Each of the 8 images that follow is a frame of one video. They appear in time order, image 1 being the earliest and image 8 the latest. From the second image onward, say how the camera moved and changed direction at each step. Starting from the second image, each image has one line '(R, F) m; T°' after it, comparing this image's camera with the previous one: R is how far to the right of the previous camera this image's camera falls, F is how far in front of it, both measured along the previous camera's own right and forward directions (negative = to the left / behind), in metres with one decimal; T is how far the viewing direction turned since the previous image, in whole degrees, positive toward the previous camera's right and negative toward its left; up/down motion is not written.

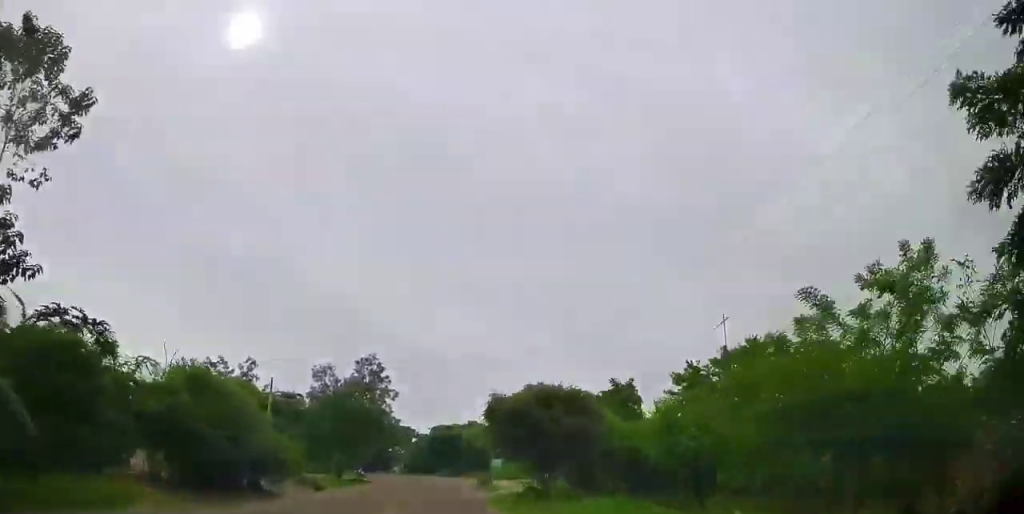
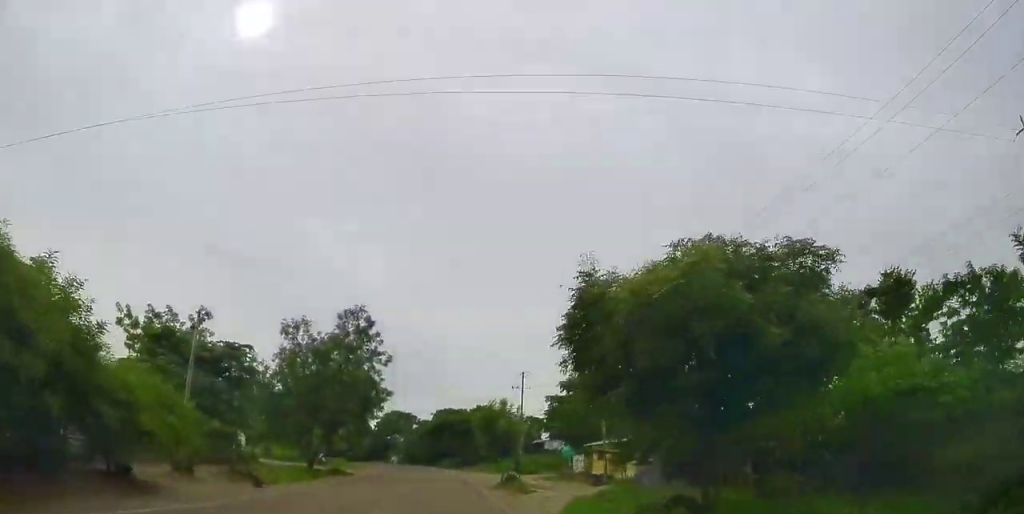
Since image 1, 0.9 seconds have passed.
(0.0, +14.5) m; 0°
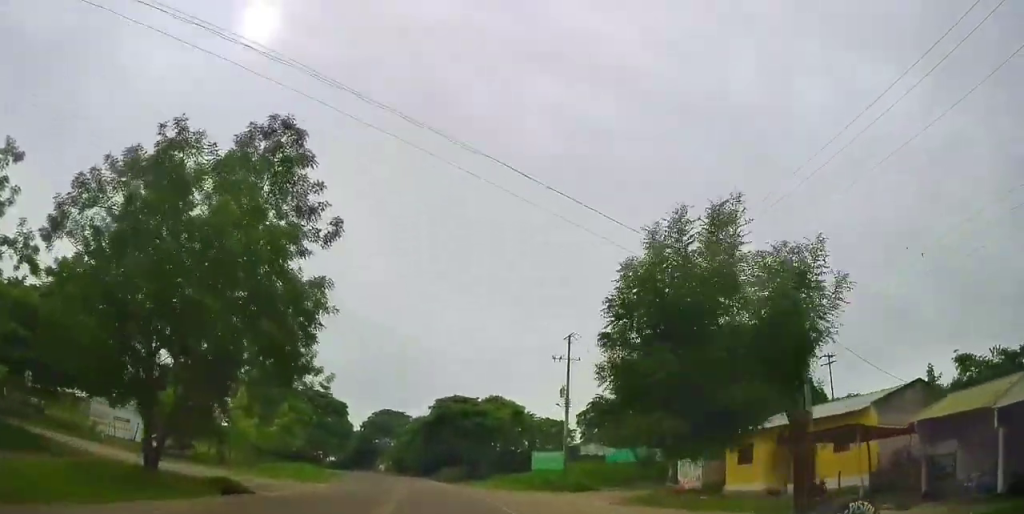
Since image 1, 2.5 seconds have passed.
(-0.3, +25.5) m; -2°
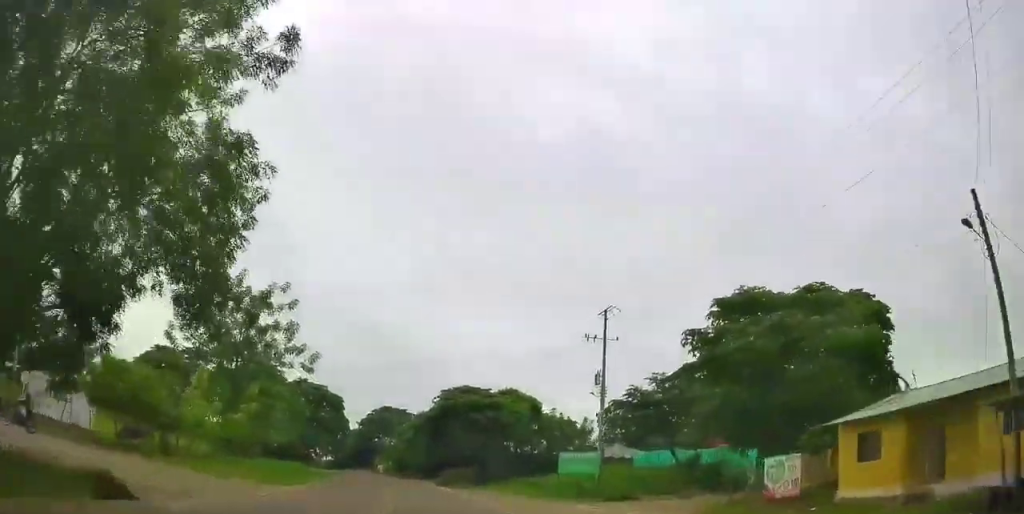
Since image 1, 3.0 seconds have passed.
(-0.3, +8.8) m; 0°
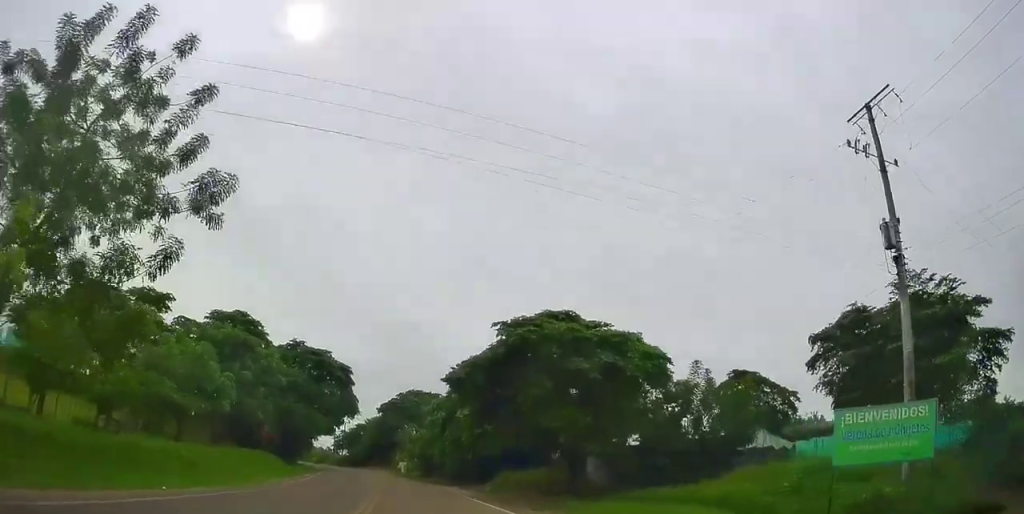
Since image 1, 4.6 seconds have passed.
(+0.2, +24.9) m; 0°
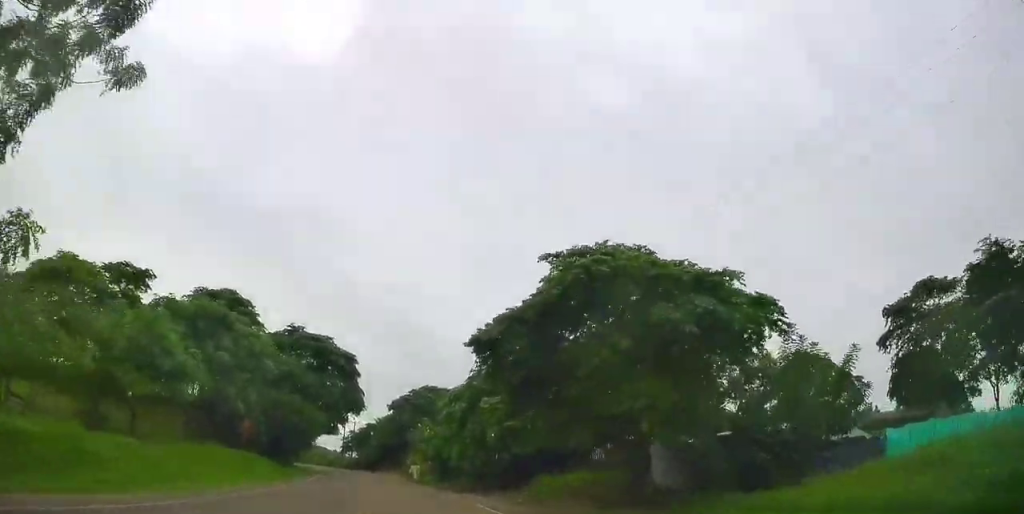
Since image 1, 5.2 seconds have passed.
(-0.2, +8.0) m; 0°
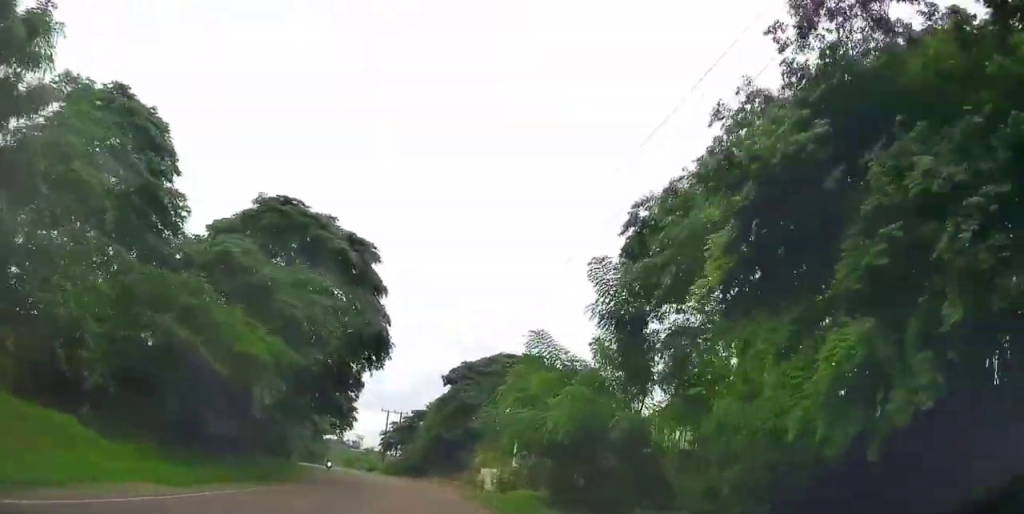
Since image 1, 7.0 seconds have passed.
(-0.5, +28.2) m; -5°
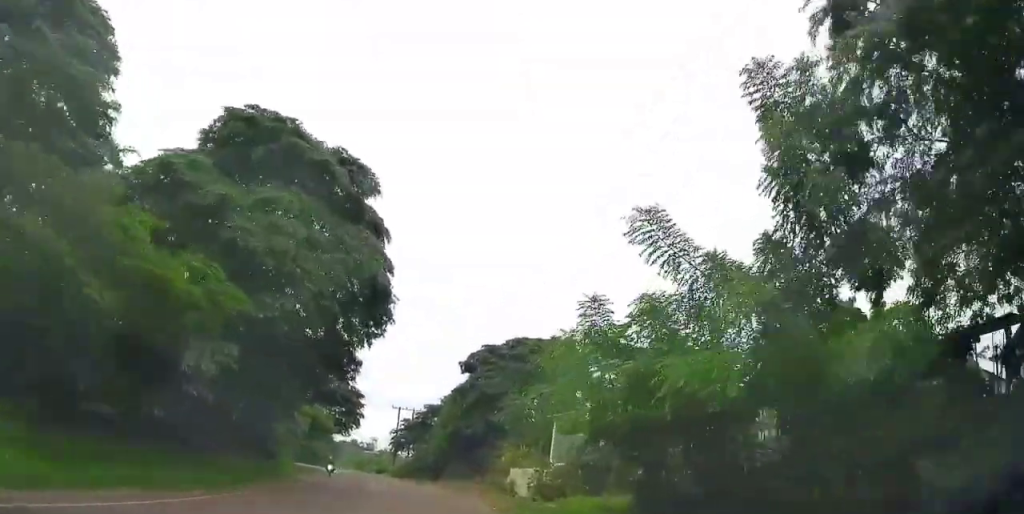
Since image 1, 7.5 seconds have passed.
(-0.2, +7.1) m; -2°
